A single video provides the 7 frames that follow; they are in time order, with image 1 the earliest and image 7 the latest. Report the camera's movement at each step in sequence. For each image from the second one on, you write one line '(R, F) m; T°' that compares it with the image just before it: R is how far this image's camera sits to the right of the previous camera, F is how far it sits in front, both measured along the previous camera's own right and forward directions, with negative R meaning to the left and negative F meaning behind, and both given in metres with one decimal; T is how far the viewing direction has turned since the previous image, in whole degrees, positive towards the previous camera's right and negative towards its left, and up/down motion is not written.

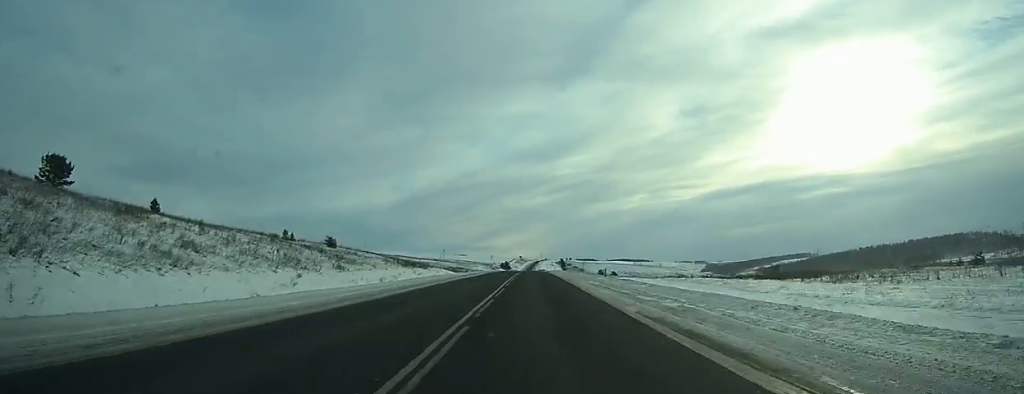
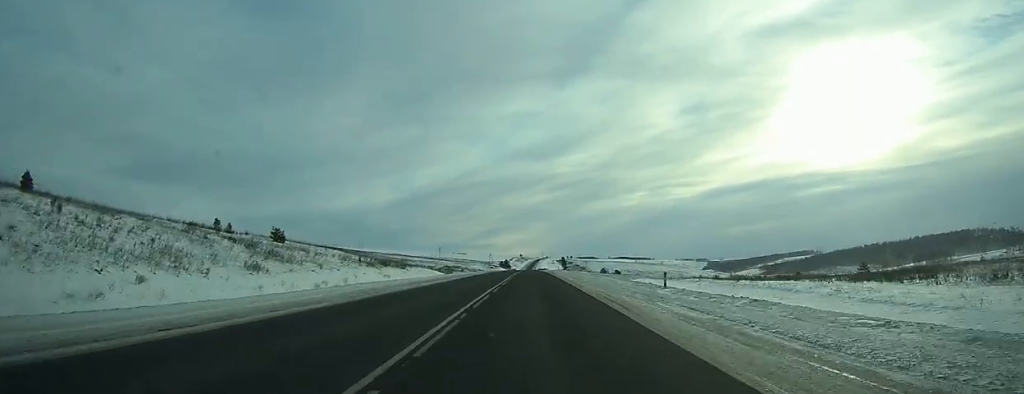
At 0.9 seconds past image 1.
(0.0, +22.6) m; 0°
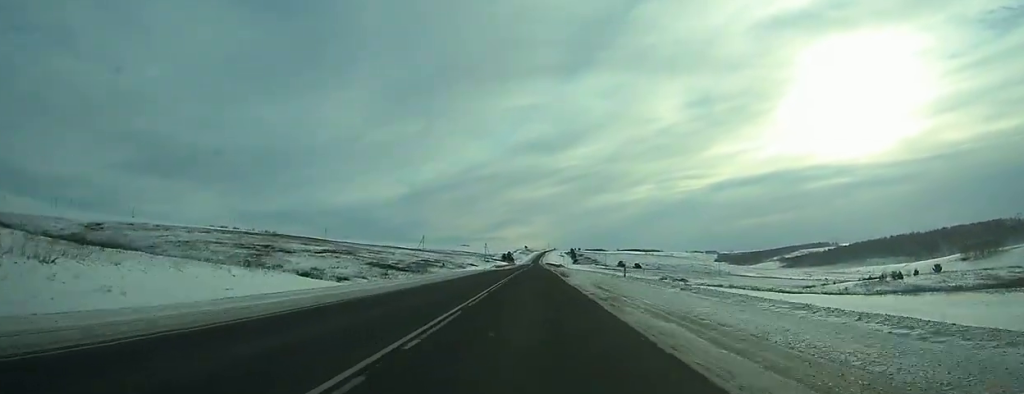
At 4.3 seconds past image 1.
(-0.4, +85.7) m; -1°
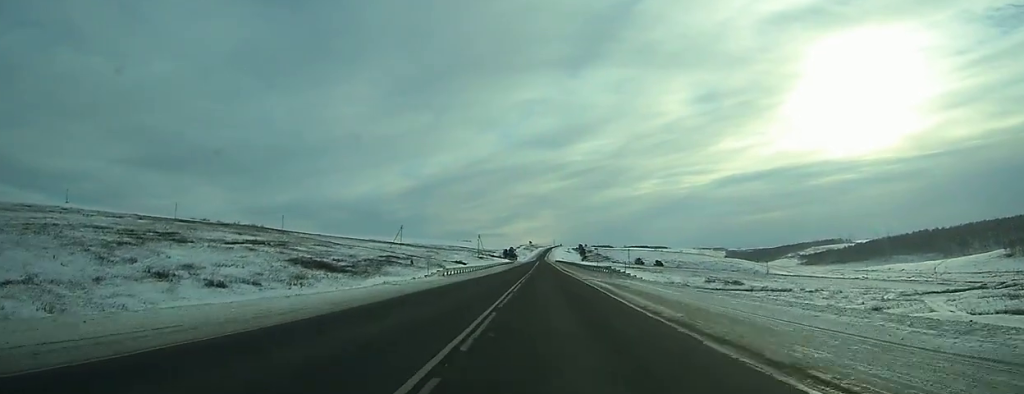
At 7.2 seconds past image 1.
(-0.4, +73.2) m; 0°
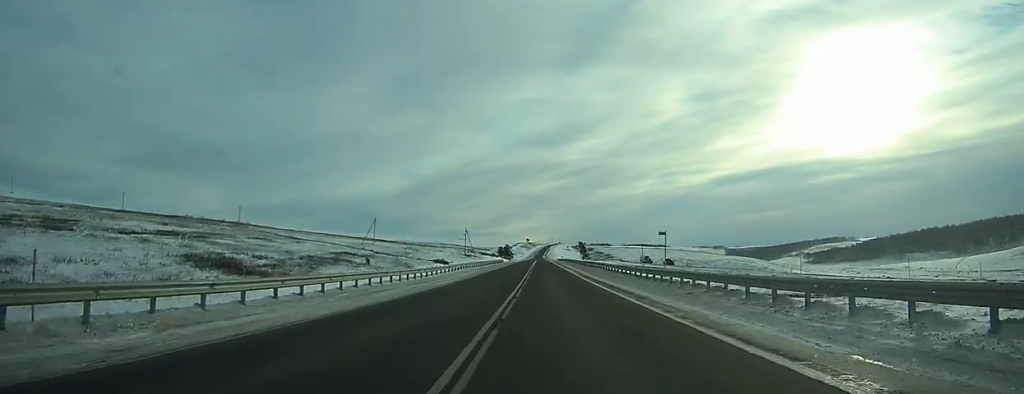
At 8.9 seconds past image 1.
(-0.1, +42.8) m; 0°
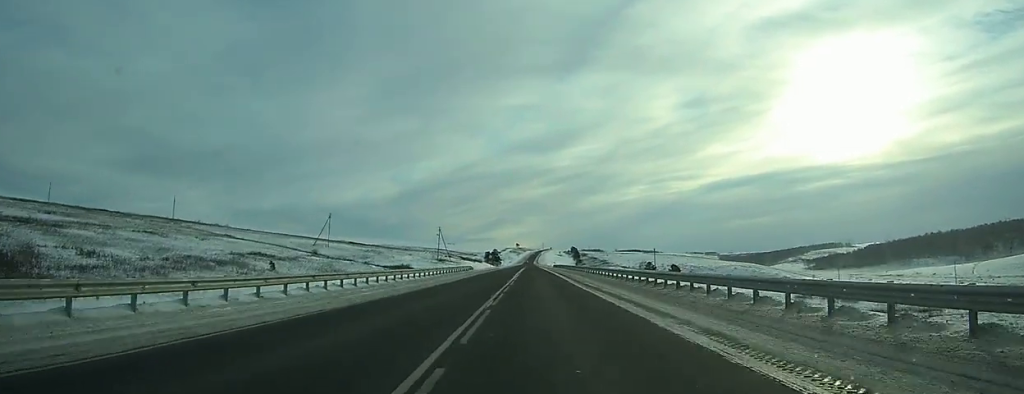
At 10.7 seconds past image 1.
(+0.2, +44.6) m; +1°
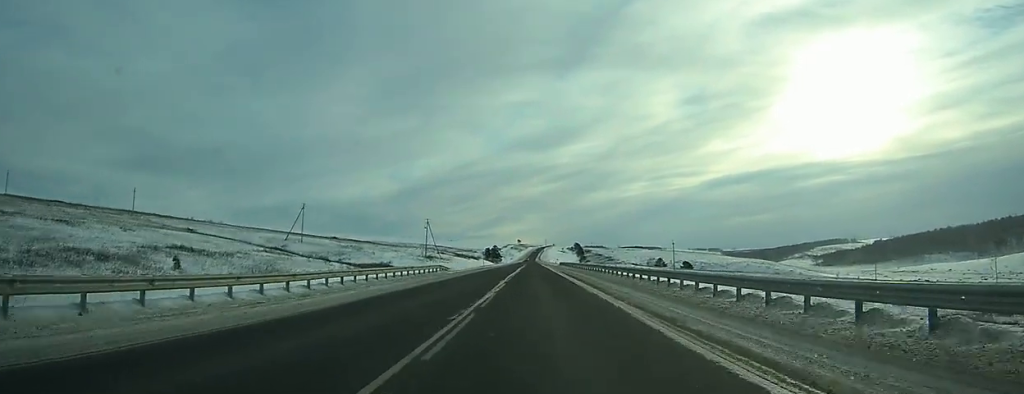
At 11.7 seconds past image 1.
(+0.1, +26.8) m; 0°
